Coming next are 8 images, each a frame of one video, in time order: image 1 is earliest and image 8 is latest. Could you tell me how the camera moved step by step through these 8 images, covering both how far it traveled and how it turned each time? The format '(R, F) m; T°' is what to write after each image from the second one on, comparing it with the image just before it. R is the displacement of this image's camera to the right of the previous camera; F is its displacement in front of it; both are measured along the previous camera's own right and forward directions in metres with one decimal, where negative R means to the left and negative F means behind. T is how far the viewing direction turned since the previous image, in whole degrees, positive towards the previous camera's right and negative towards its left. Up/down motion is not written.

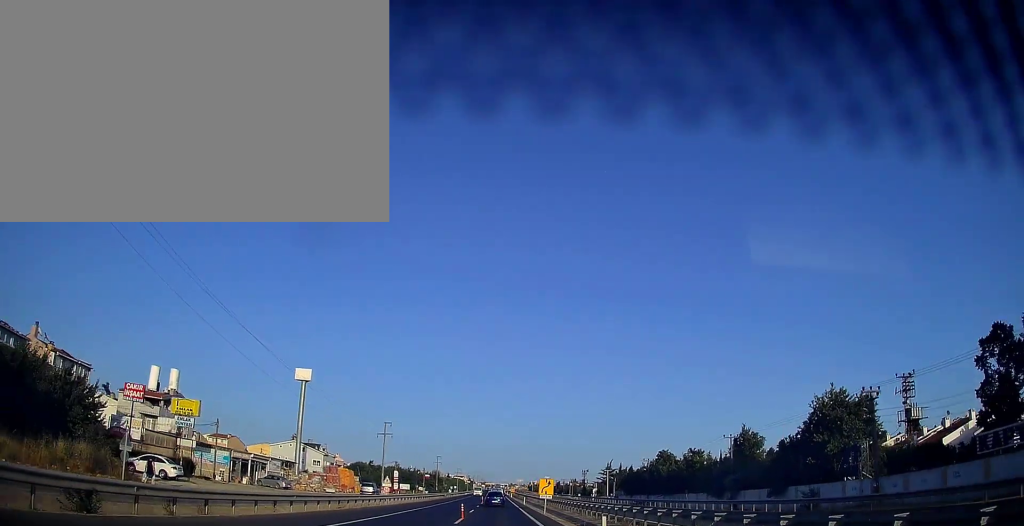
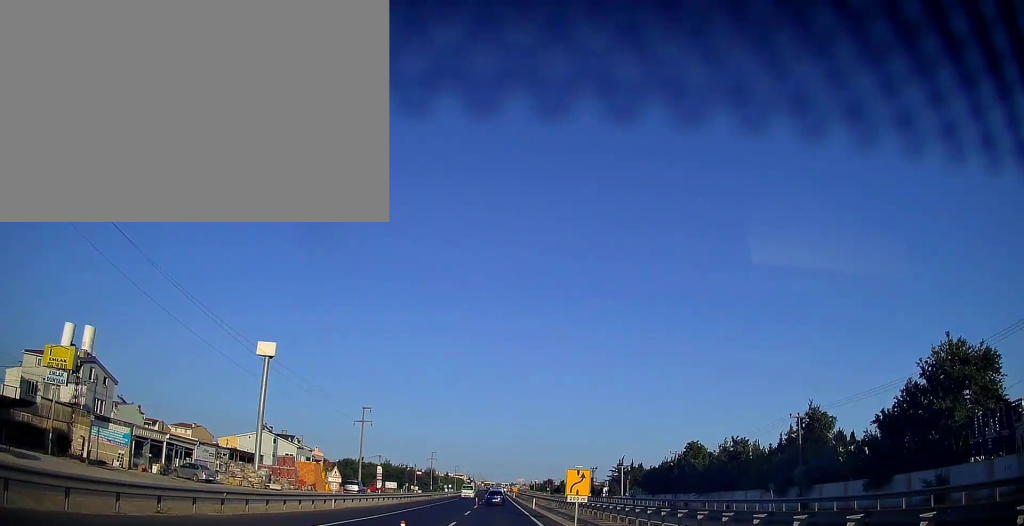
(+0.1, +18.9) m; 0°
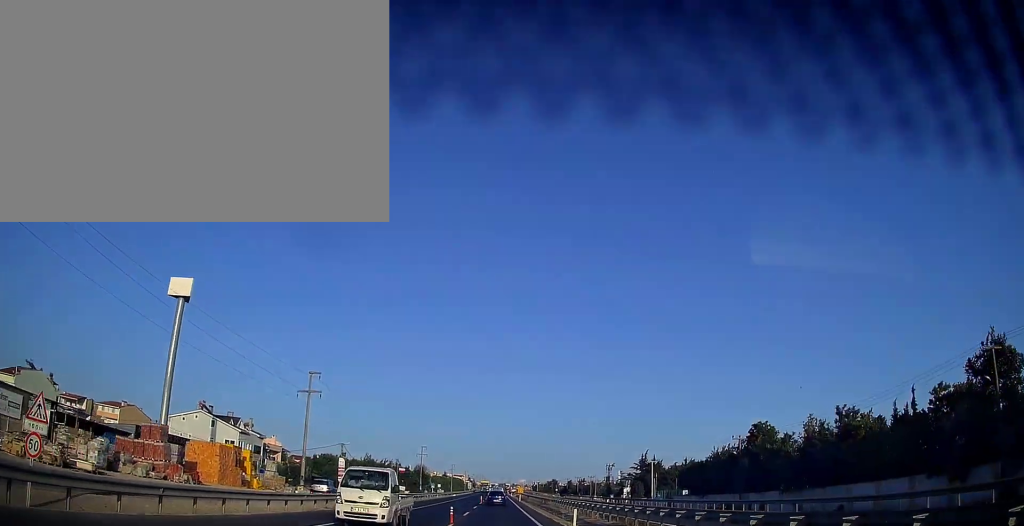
(-0.1, +27.8) m; 0°
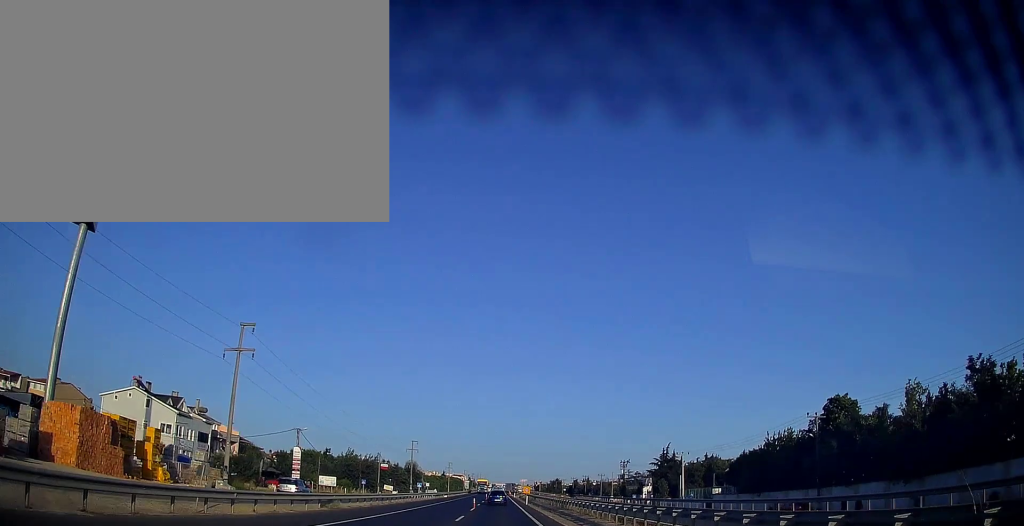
(+0.2, +19.4) m; 0°
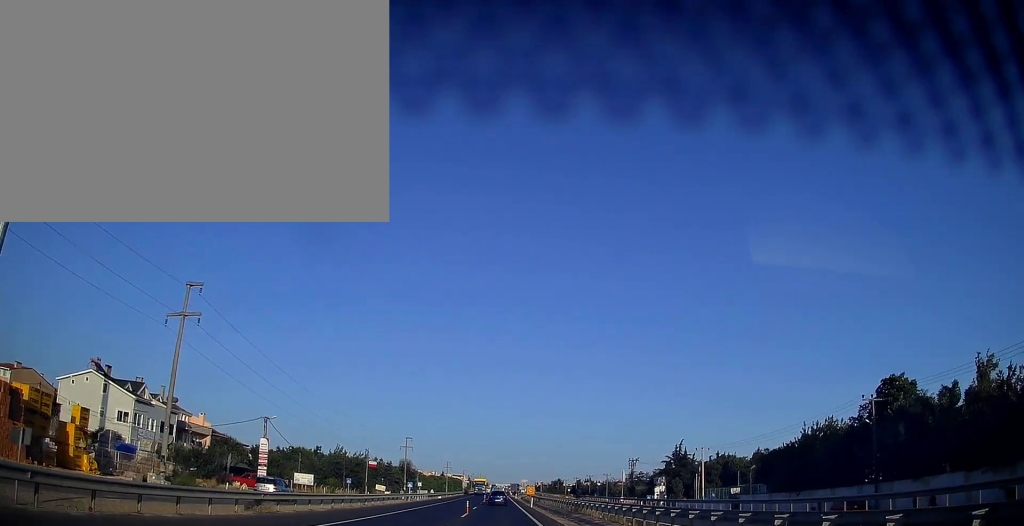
(0.0, +9.7) m; 0°
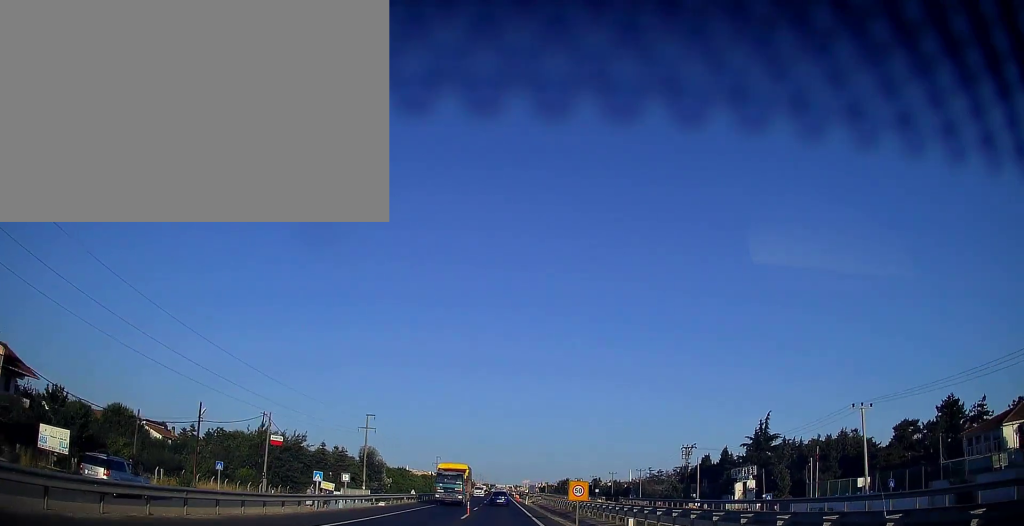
(-0.2, +41.7) m; 0°
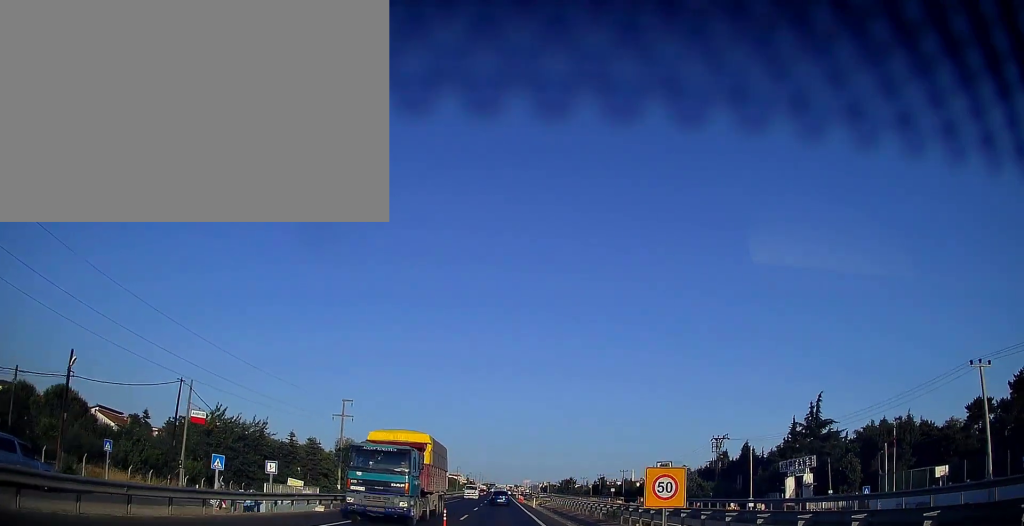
(0.0, +14.8) m; 0°
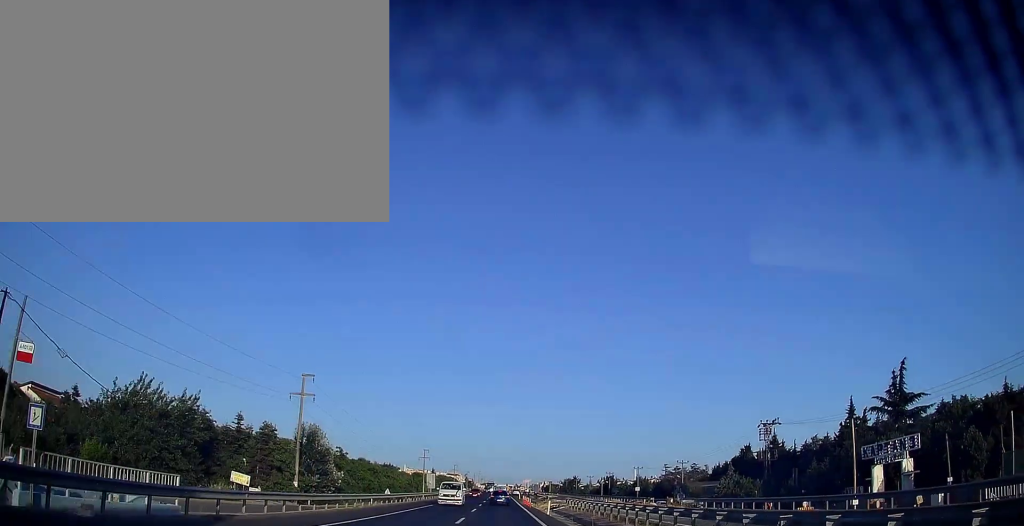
(0.0, +16.9) m; 0°
